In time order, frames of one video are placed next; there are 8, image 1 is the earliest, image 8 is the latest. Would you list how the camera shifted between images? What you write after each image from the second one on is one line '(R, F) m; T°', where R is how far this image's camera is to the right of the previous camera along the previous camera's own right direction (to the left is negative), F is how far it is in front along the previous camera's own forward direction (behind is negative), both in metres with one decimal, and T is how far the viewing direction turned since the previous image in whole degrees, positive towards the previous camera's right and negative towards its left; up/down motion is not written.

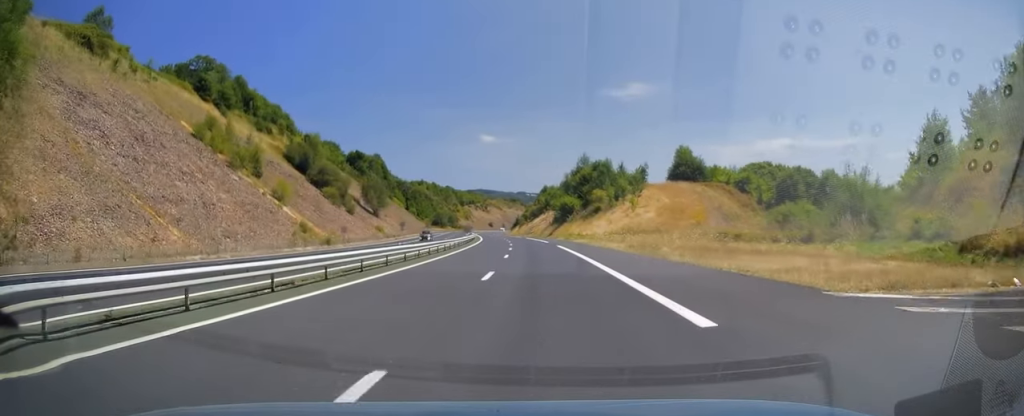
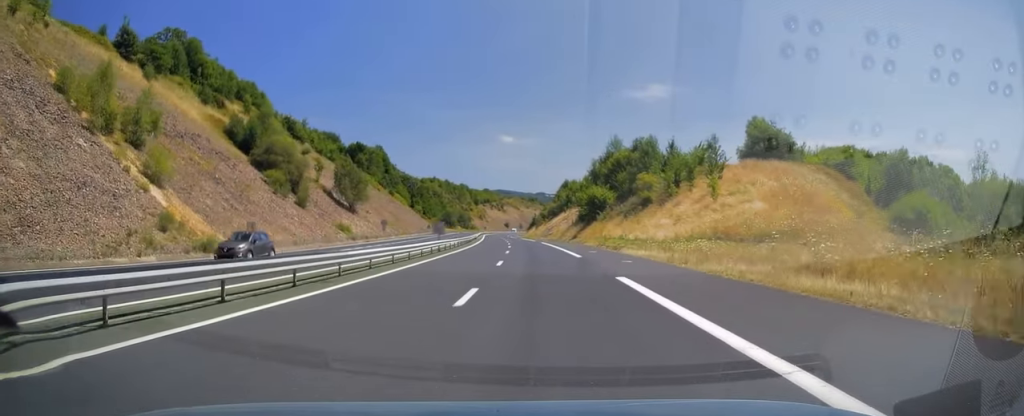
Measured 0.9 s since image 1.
(-0.5, +30.8) m; -2°
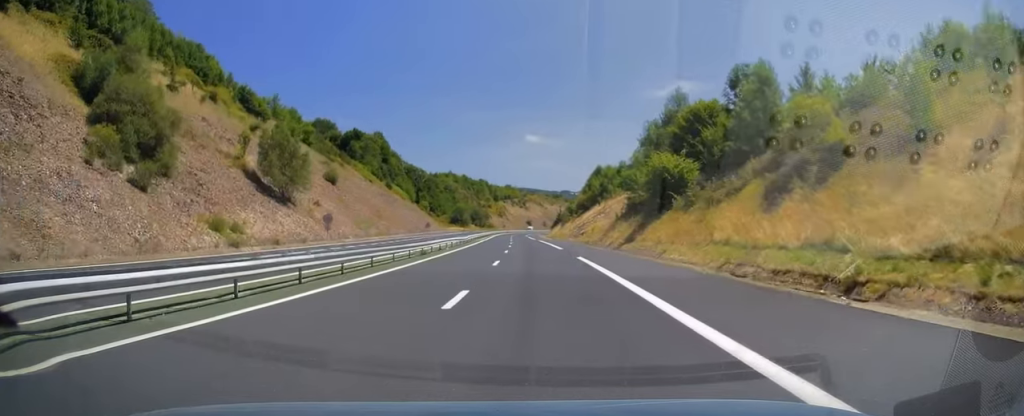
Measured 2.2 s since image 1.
(-0.6, +39.5) m; -2°
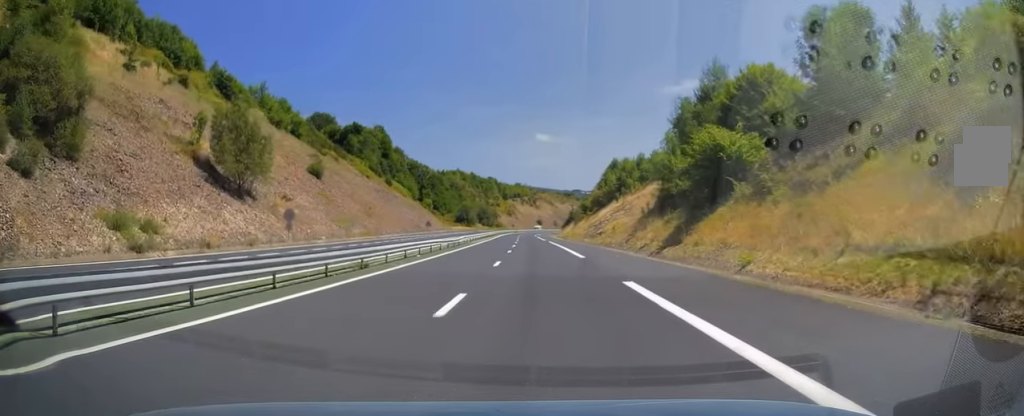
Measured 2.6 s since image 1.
(-0.2, +14.1) m; -1°
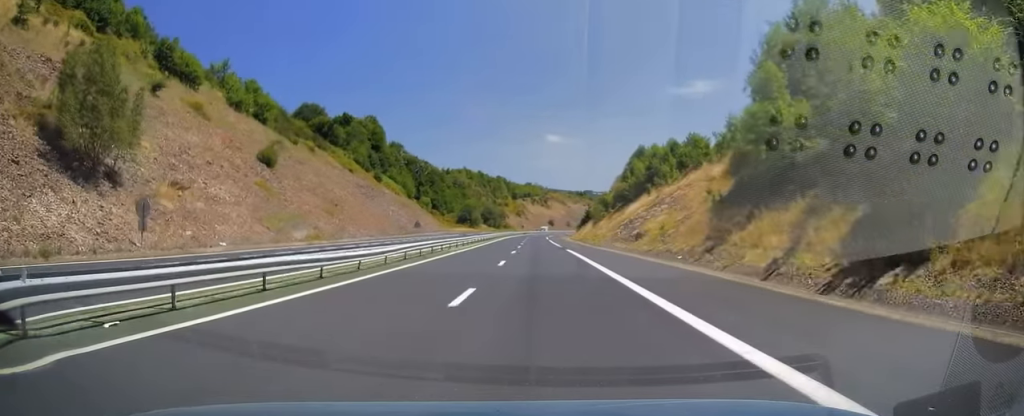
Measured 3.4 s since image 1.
(-0.2, +24.9) m; -1°
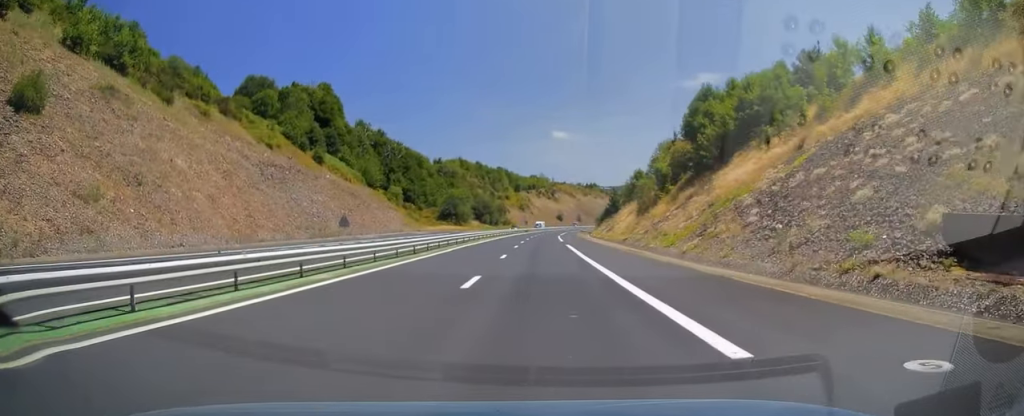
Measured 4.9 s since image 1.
(-1.1, +49.2) m; -3°
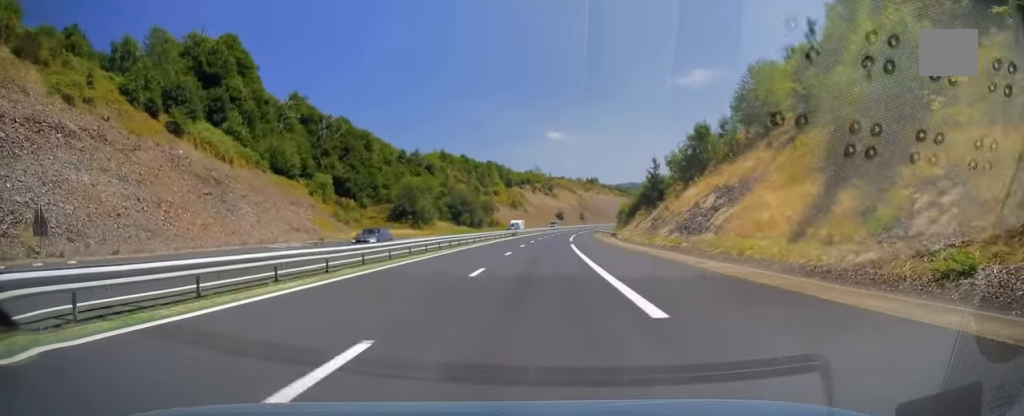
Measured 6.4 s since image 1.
(-0.6, +49.1) m; 0°
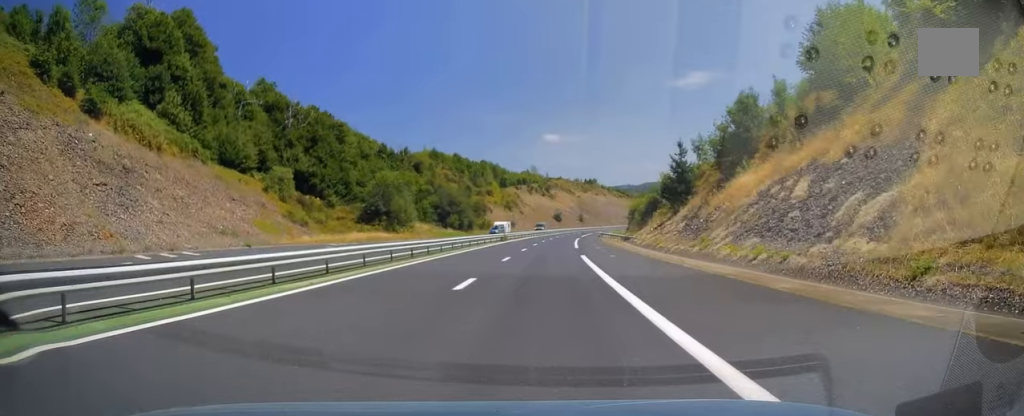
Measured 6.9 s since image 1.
(+0.1, +16.2) m; 0°
